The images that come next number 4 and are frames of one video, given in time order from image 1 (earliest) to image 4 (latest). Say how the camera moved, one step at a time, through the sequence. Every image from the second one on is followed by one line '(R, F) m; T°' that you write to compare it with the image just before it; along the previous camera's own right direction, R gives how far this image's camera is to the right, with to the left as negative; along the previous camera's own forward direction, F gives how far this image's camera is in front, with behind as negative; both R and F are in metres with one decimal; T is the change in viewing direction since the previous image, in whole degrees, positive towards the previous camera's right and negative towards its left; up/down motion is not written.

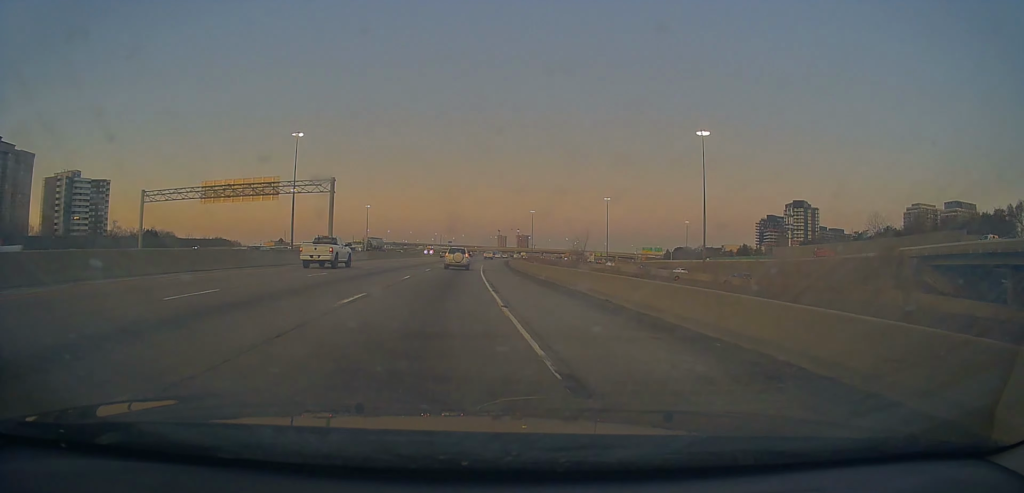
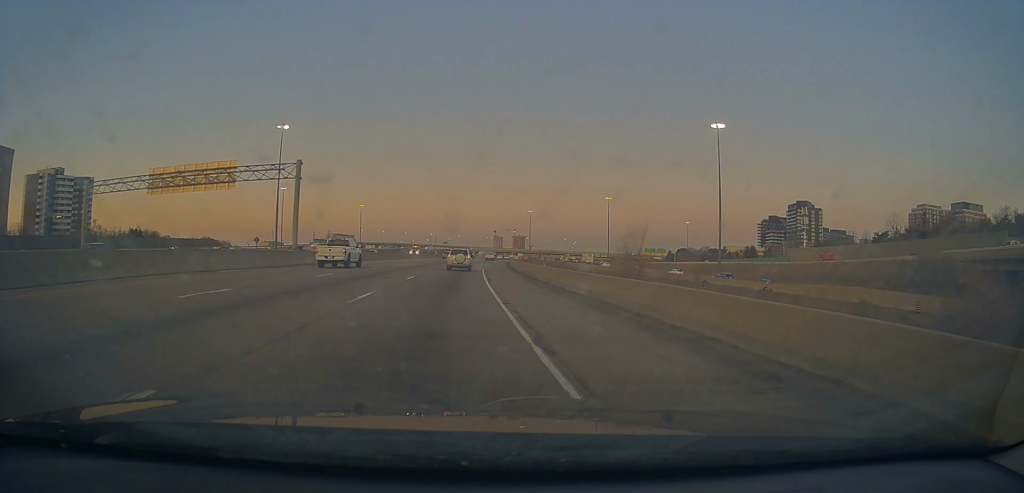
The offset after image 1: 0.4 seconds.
(-0.4, +11.0) m; +1°
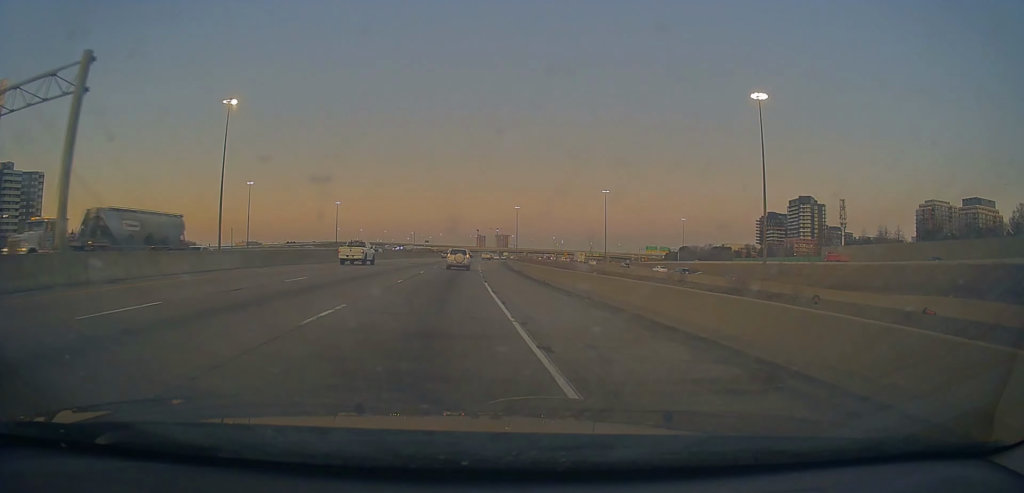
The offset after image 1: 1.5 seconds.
(+1.1, +27.2) m; +3°
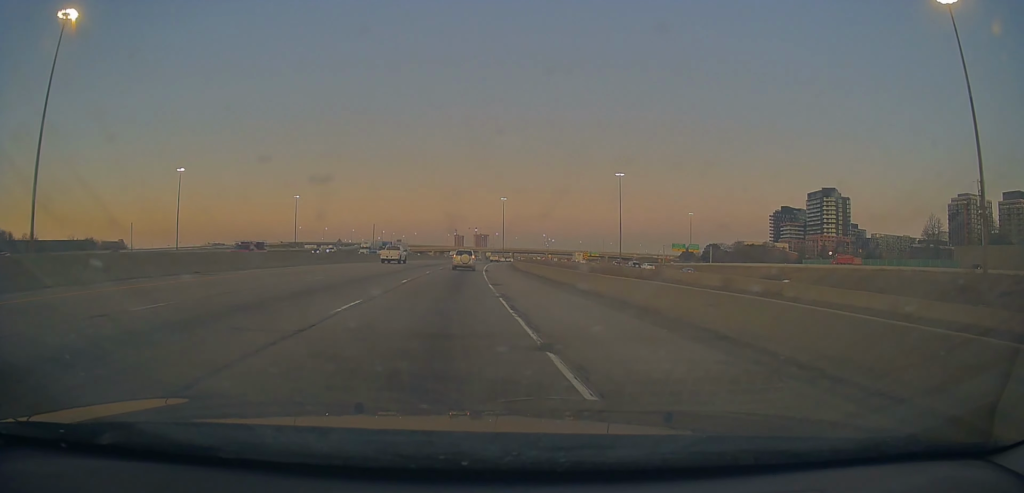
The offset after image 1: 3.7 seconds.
(-0.1, +56.7) m; +2°
